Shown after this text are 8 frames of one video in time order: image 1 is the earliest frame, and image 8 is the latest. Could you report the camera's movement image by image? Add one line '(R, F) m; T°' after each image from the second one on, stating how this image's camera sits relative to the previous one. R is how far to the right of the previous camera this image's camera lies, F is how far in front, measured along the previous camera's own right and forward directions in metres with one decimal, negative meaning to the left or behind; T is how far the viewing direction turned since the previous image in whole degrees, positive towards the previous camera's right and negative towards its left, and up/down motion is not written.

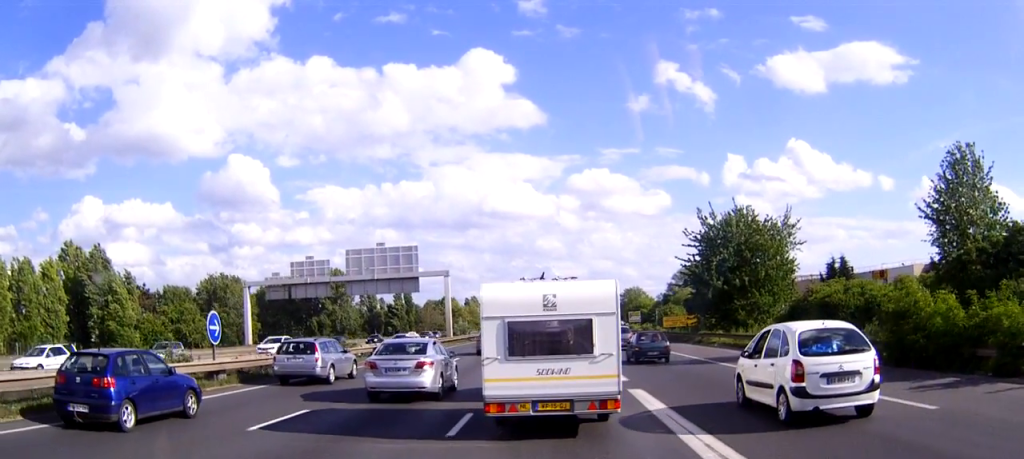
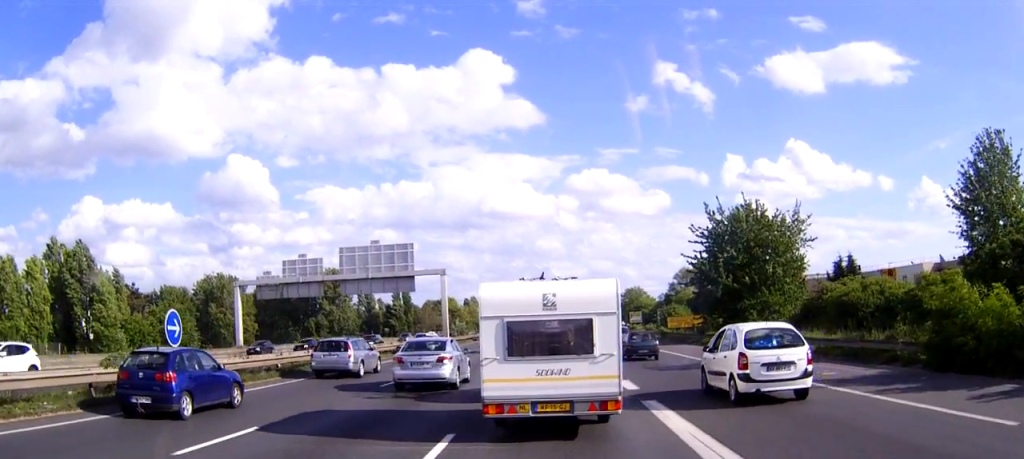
(0.0, +3.0) m; +1°
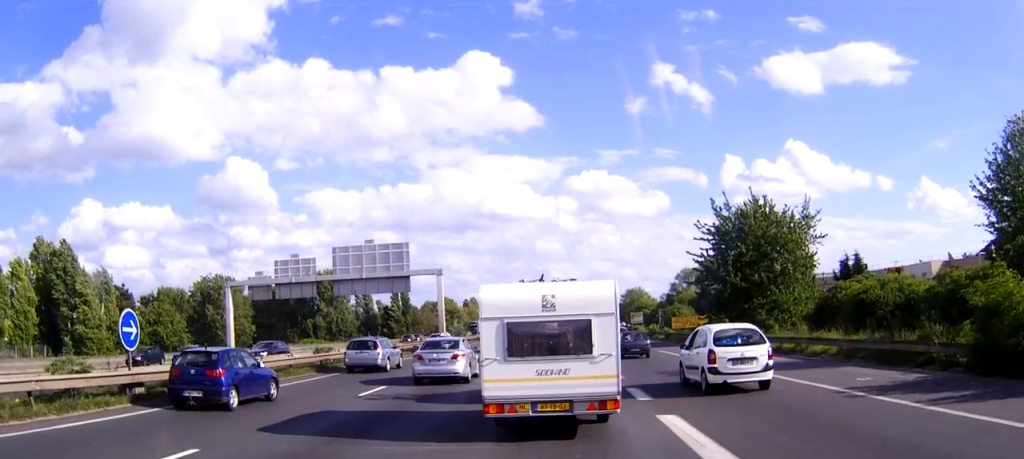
(0.0, +2.7) m; 0°
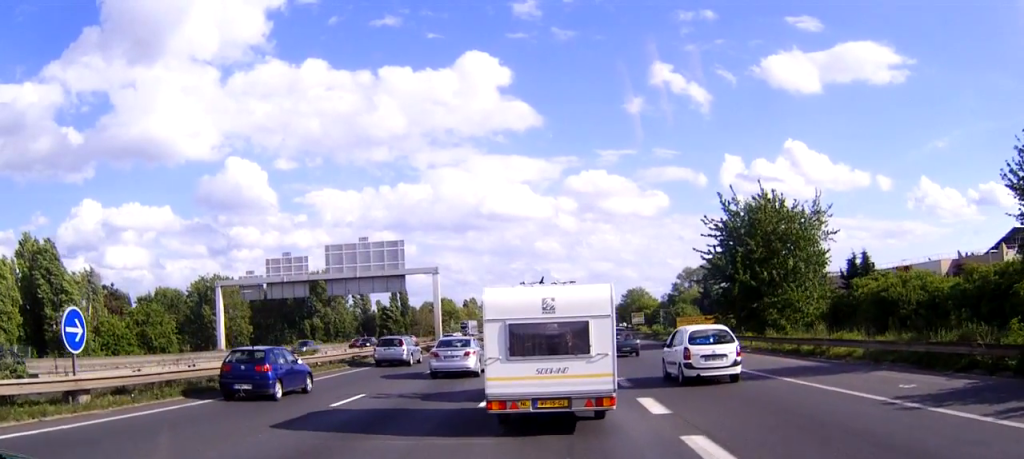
(0.0, +2.8) m; -1°
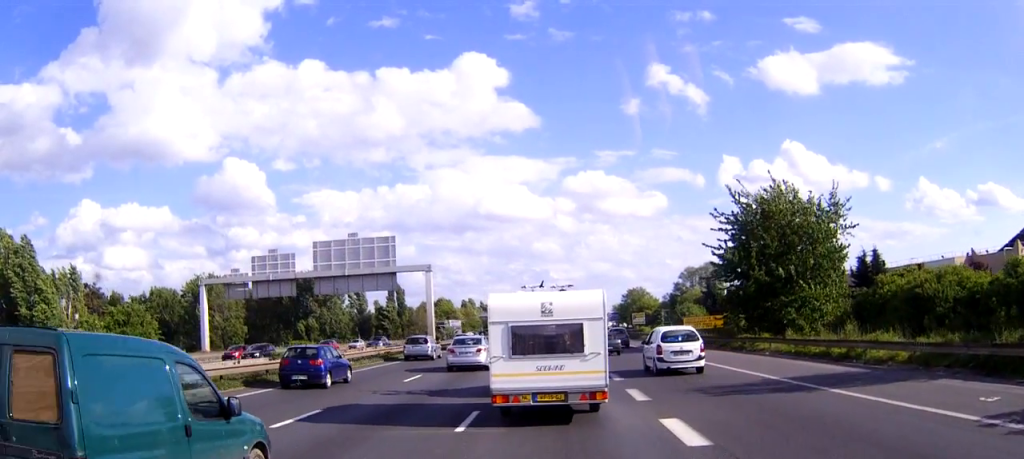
(0.0, +4.1) m; 0°
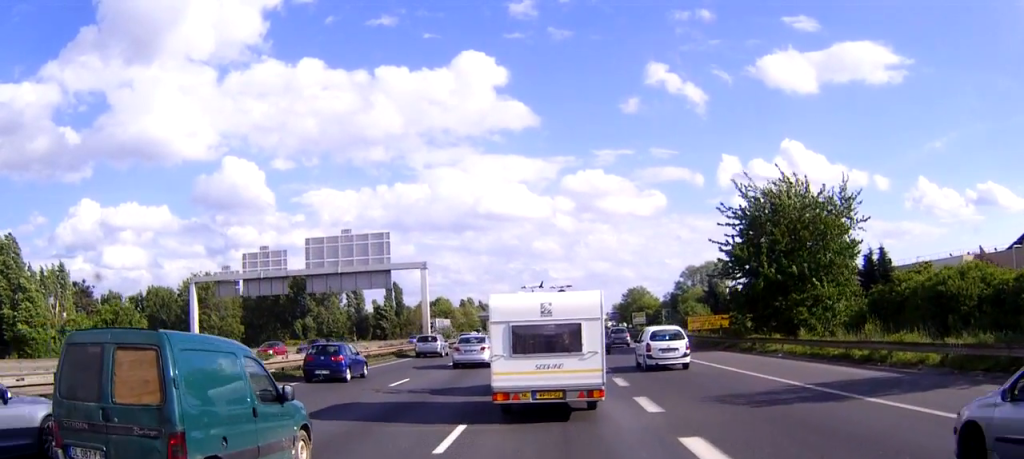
(0.0, +2.4) m; -1°
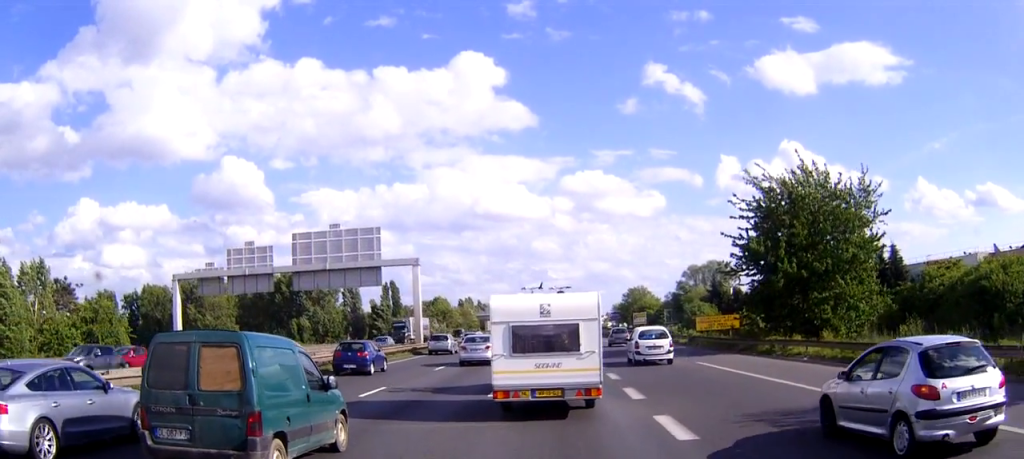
(0.0, +3.8) m; -2°
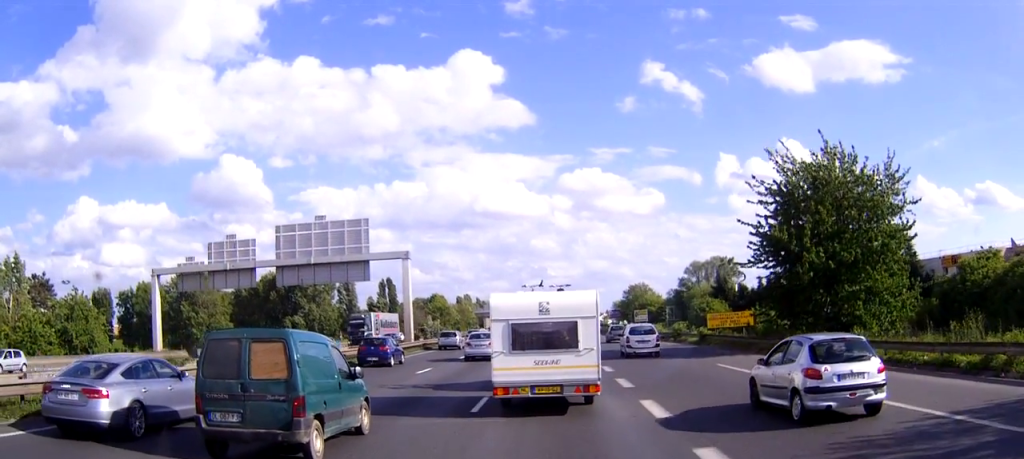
(-0.1, +4.2) m; -1°
